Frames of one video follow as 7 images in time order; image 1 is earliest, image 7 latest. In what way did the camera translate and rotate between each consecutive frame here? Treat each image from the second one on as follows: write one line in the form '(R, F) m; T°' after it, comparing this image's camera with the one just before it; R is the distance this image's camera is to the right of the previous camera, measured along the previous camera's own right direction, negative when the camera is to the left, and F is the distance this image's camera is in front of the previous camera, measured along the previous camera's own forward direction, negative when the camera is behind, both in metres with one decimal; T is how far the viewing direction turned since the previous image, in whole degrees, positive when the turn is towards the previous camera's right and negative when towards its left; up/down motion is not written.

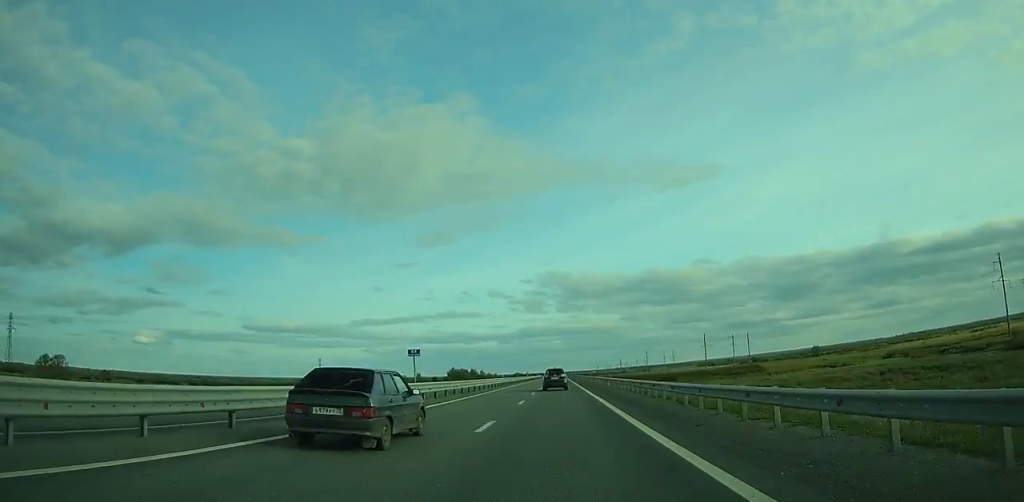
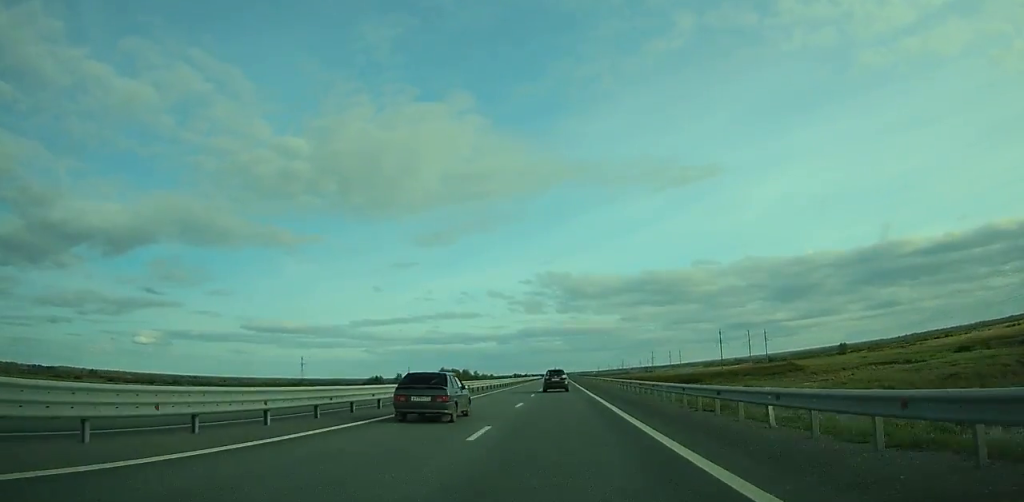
(0.0, +38.1) m; 0°
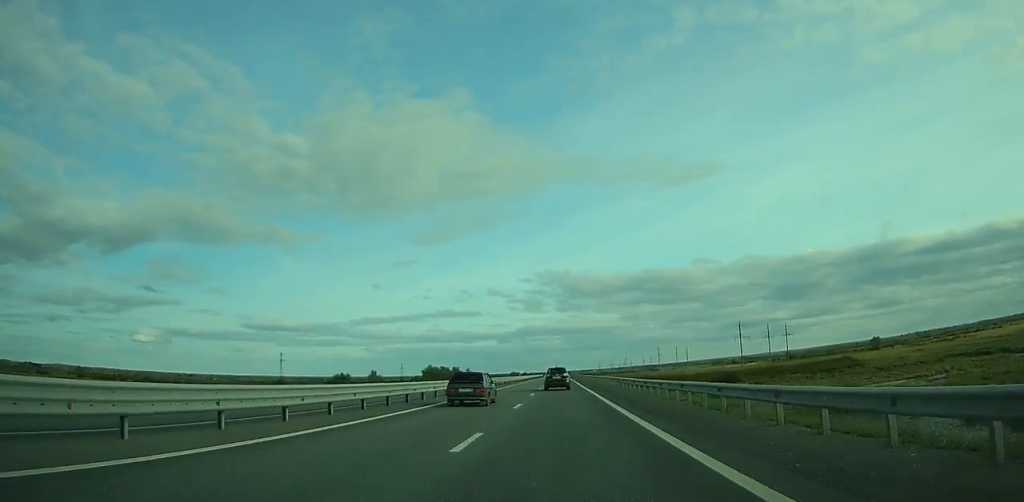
(0.0, +38.1) m; 0°
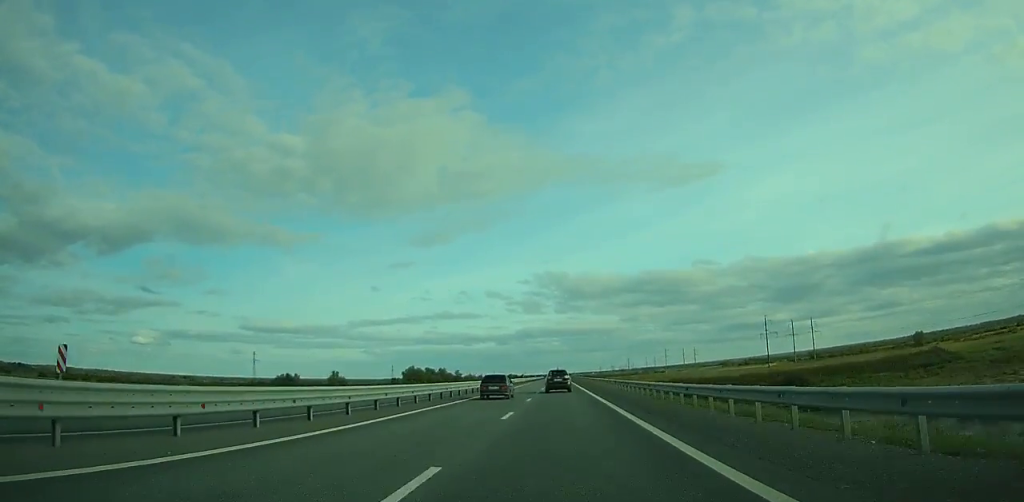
(0.0, +41.0) m; 0°
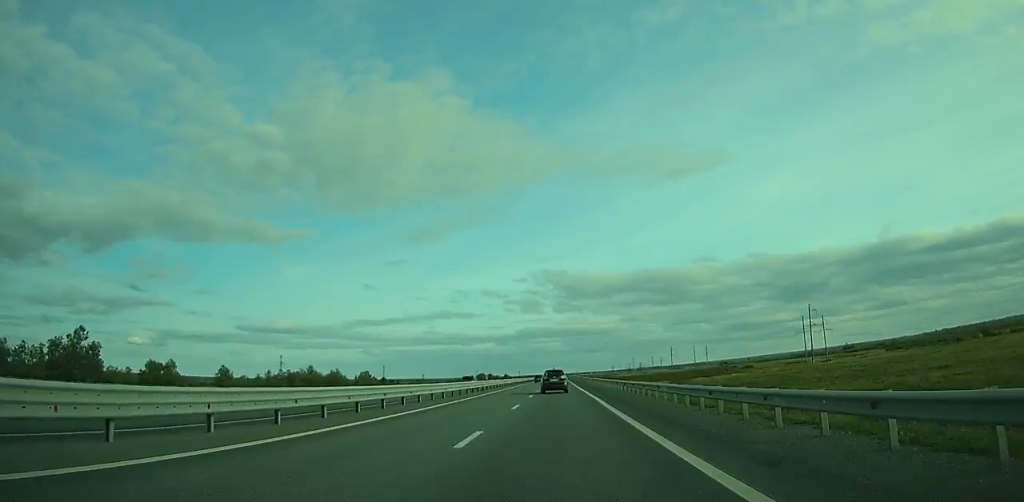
(+0.8, +308.1) m; 0°
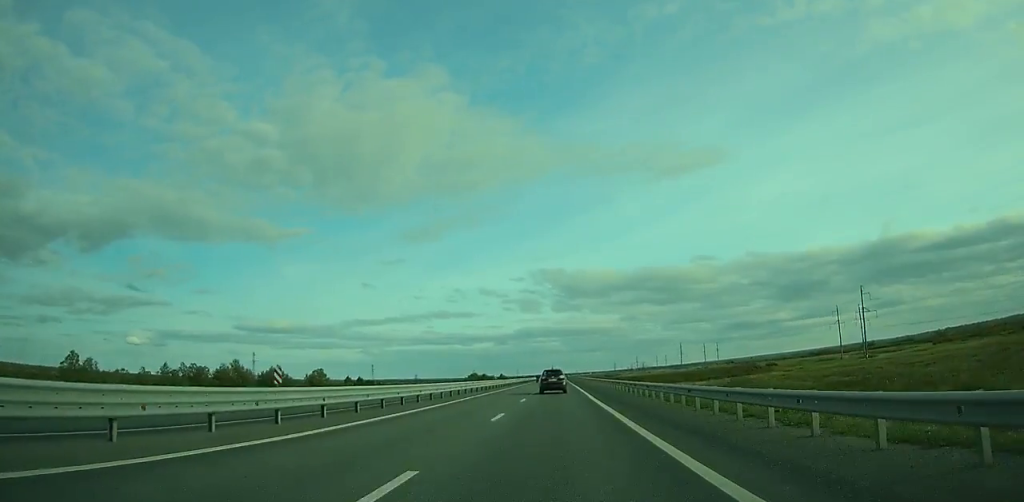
(-0.1, +41.4) m; 0°
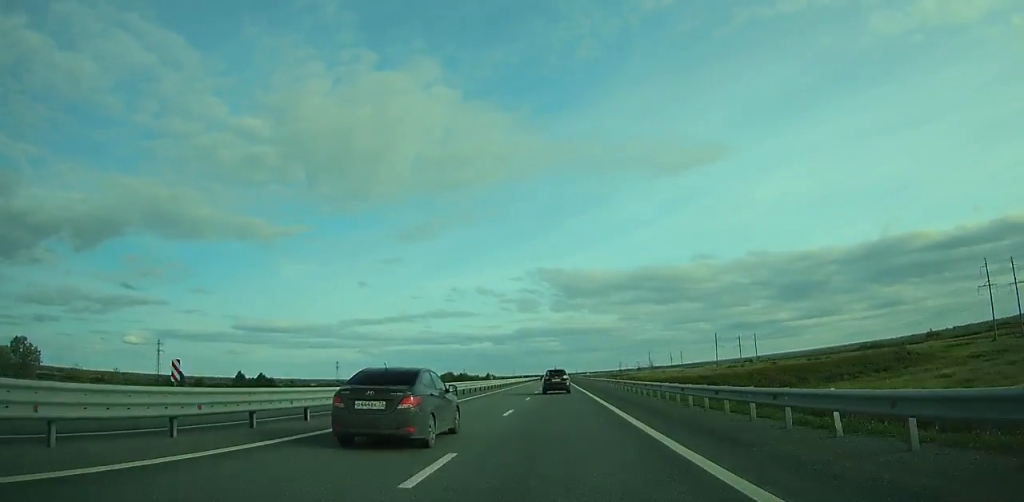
(+0.1, +107.2) m; 0°
